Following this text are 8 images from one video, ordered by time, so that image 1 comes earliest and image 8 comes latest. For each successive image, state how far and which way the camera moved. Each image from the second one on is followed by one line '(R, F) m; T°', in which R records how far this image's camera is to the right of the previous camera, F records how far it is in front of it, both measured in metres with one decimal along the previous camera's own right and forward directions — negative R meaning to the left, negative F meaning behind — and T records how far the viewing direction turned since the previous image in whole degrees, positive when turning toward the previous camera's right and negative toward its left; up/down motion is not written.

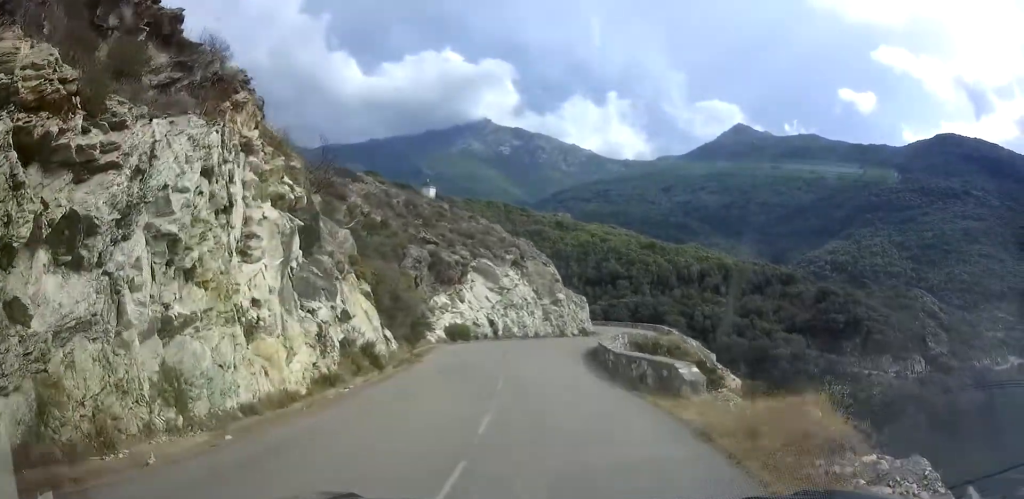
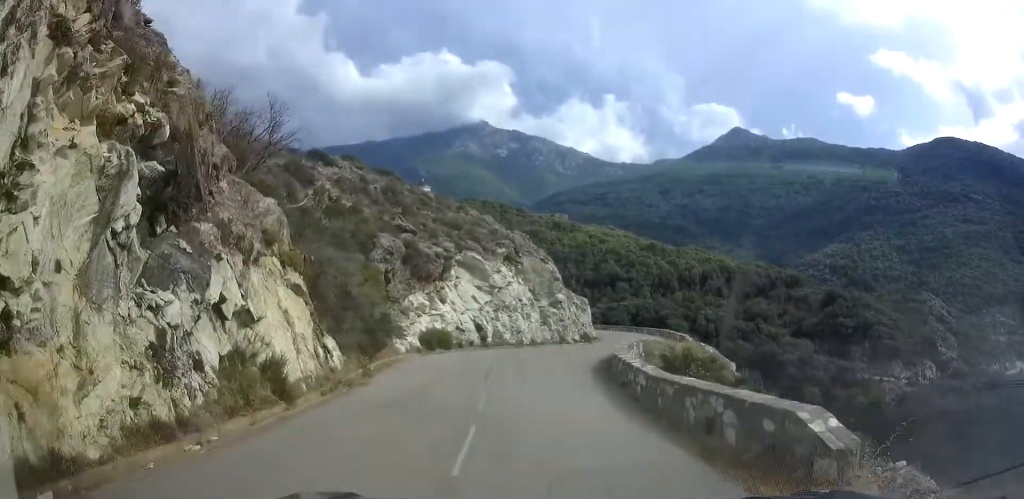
(0.0, +6.1) m; +1°
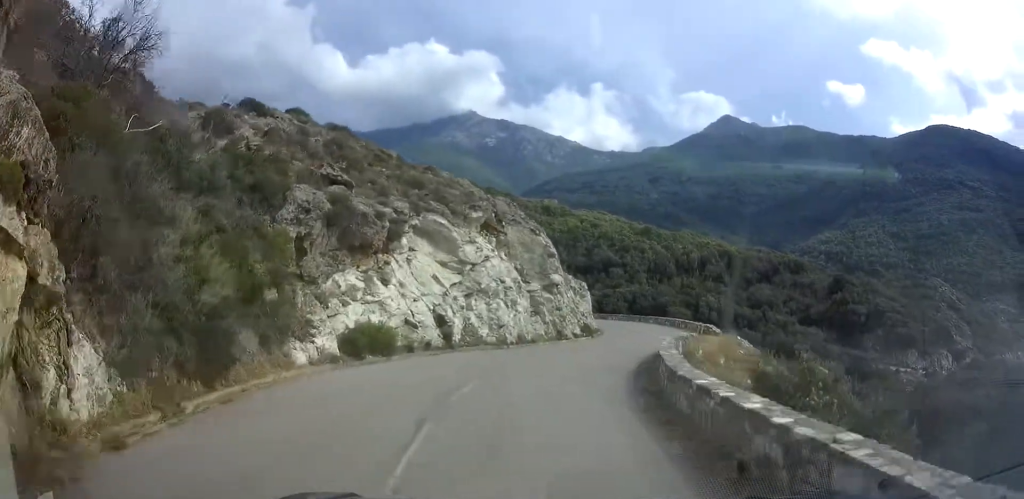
(+0.1, +9.8) m; +3°
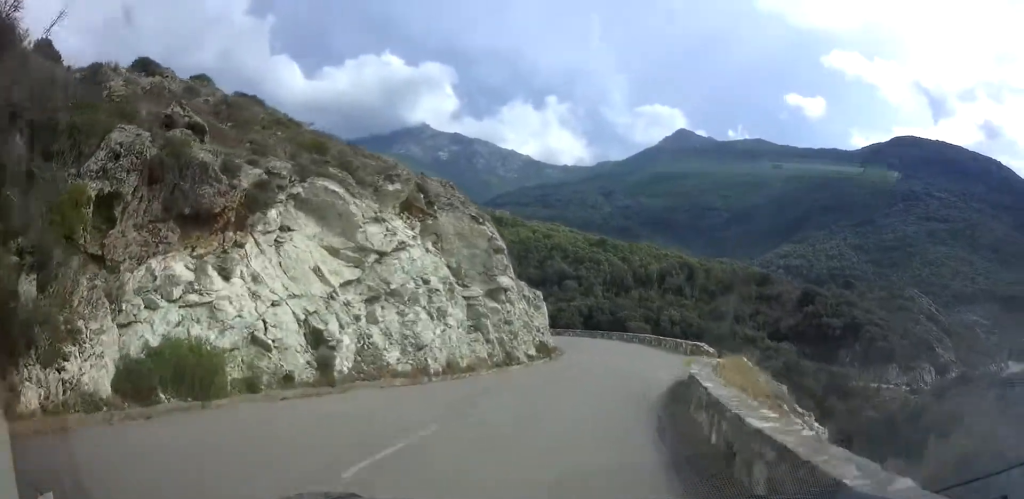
(+0.3, +8.2) m; +4°
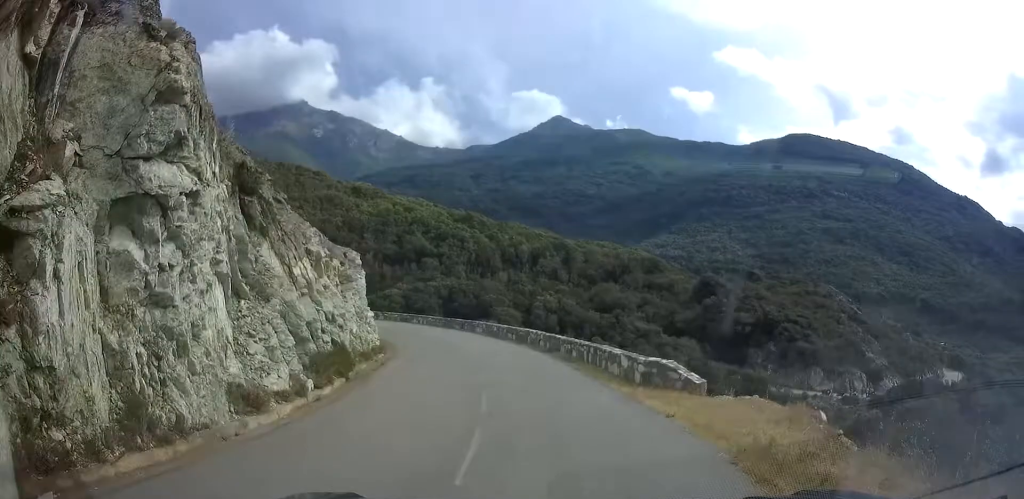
(+1.2, +16.7) m; +6°
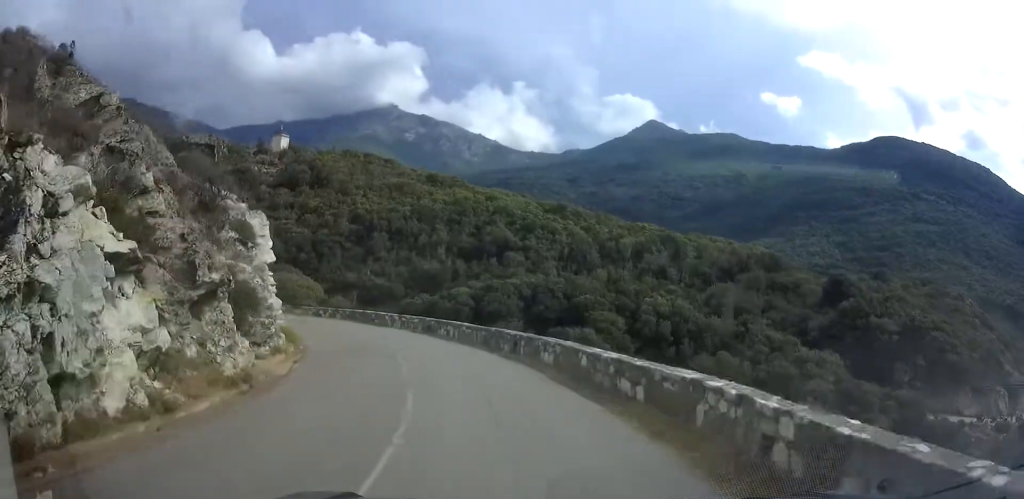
(-0.9, +22.7) m; -11°
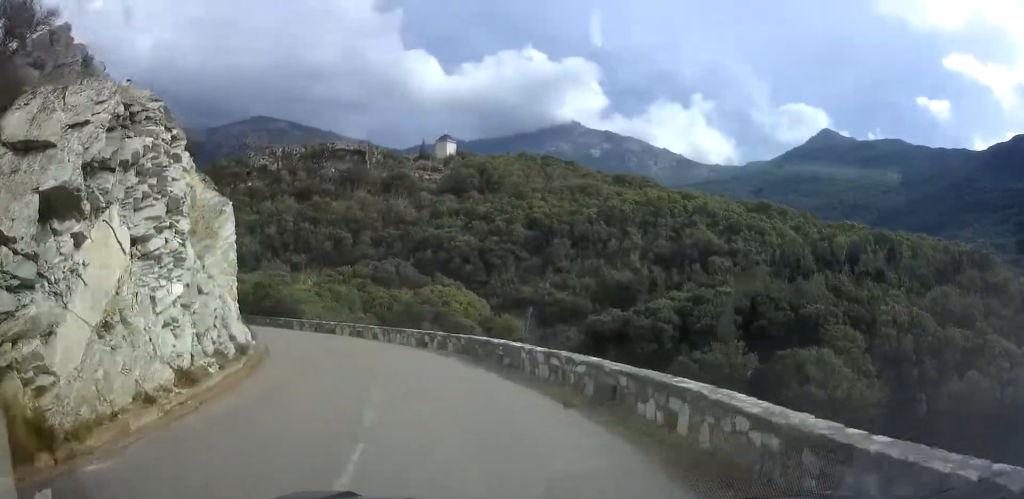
(-3.3, +18.0) m; -20°
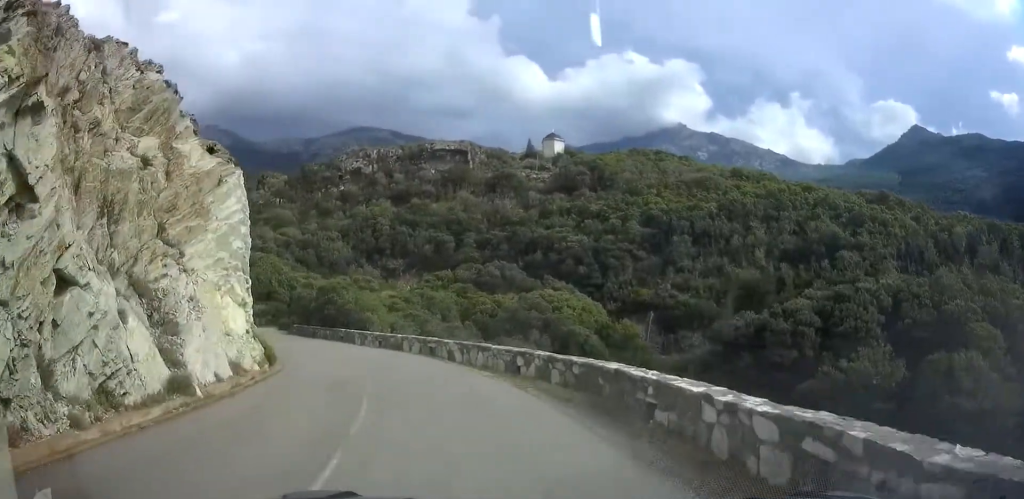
(-0.7, +8.7) m; -10°
